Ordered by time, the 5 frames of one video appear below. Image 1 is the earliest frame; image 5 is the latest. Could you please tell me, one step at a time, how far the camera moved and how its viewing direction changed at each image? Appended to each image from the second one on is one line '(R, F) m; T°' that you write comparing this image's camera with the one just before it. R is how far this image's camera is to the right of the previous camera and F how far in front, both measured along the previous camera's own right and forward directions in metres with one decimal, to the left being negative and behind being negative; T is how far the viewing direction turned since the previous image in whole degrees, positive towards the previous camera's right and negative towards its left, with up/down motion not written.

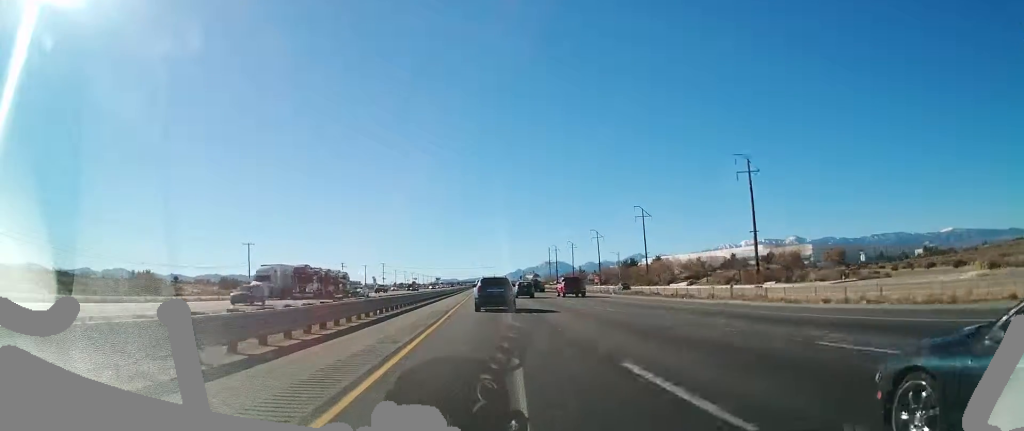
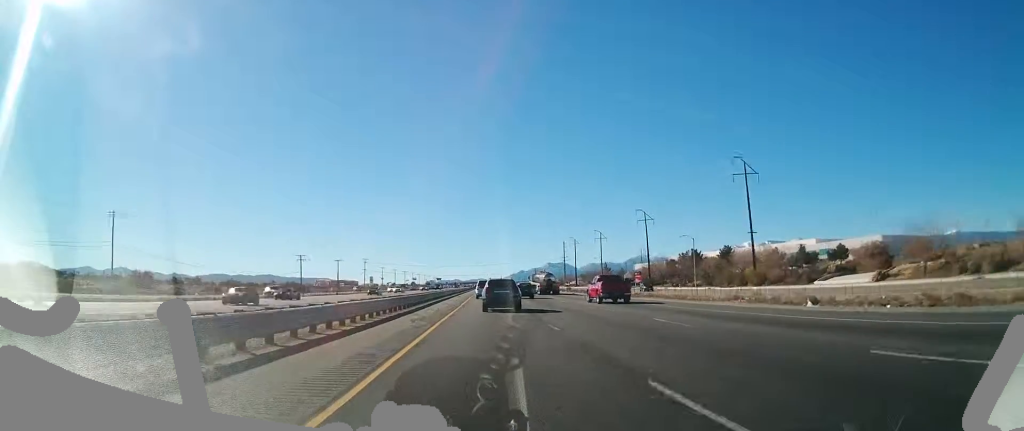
(-0.8, +60.4) m; -1°
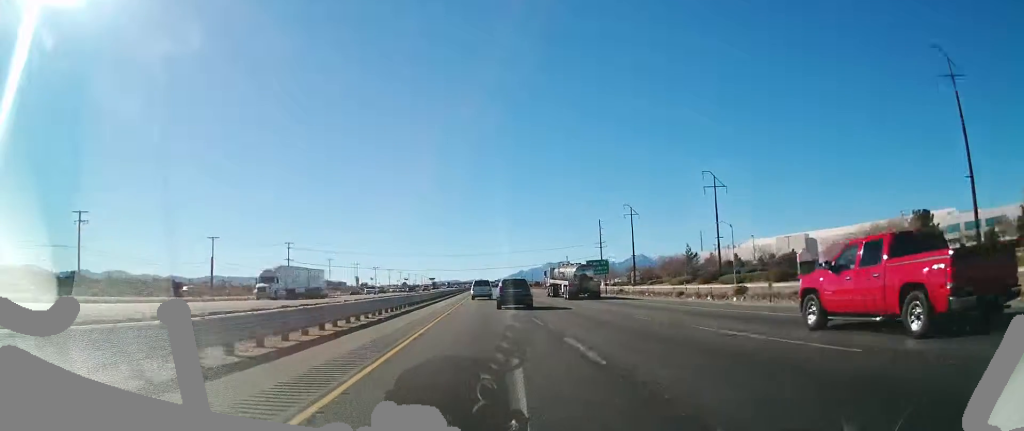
(+1.1, +110.2) m; +1°
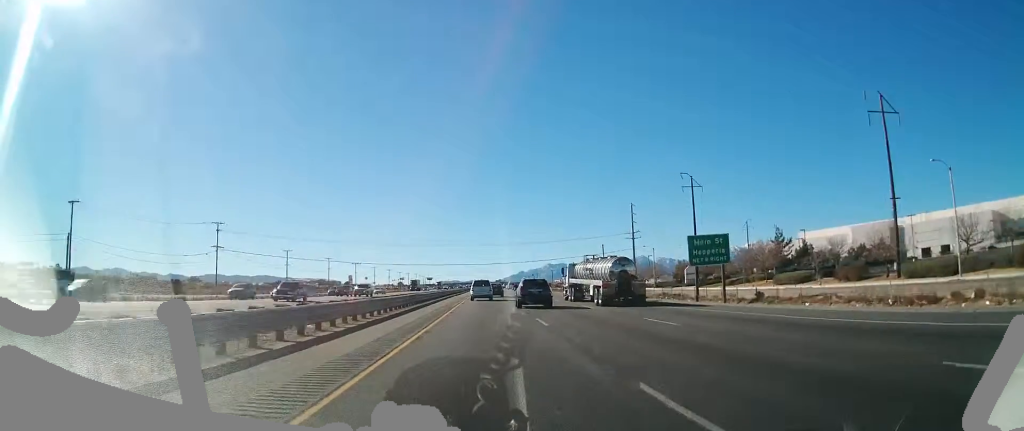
(-0.3, +49.7) m; 0°
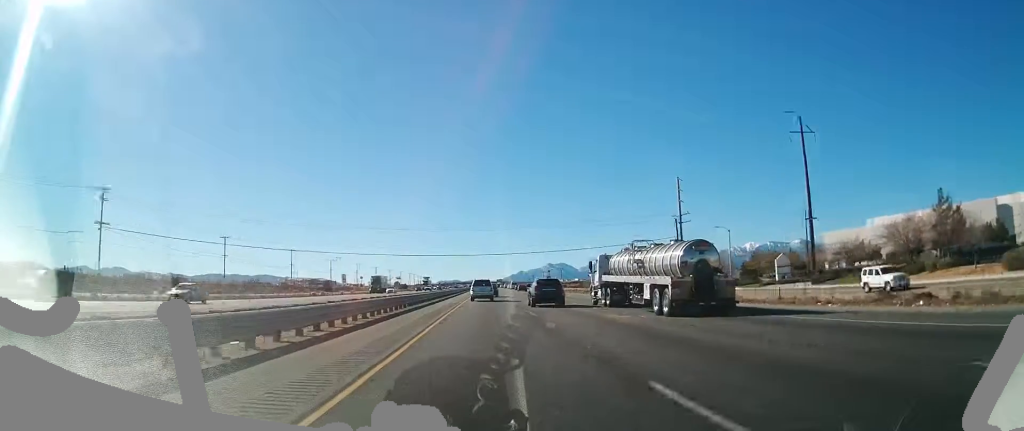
(0.0, +44.2) m; 0°
